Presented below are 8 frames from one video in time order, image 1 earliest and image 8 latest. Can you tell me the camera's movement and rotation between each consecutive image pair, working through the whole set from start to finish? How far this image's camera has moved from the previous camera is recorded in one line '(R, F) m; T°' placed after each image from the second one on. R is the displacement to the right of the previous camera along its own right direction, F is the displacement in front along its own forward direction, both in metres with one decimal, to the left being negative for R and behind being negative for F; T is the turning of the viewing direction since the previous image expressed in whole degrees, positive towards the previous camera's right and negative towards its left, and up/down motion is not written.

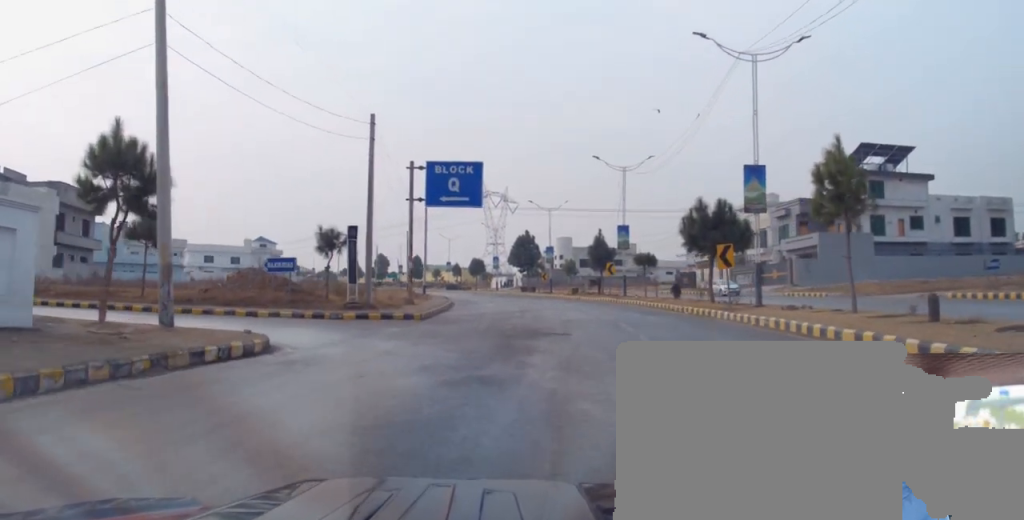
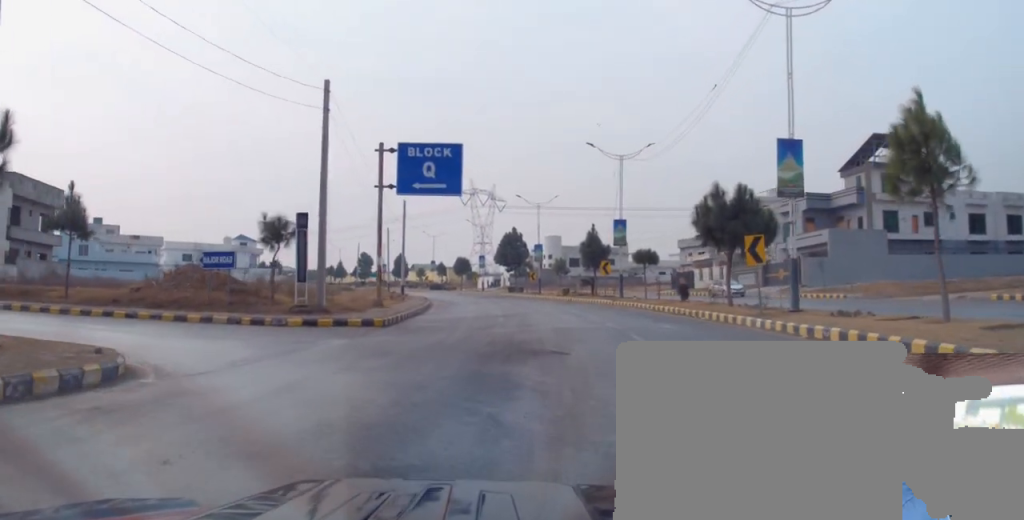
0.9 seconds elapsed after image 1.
(+0.1, +5.5) m; 0°
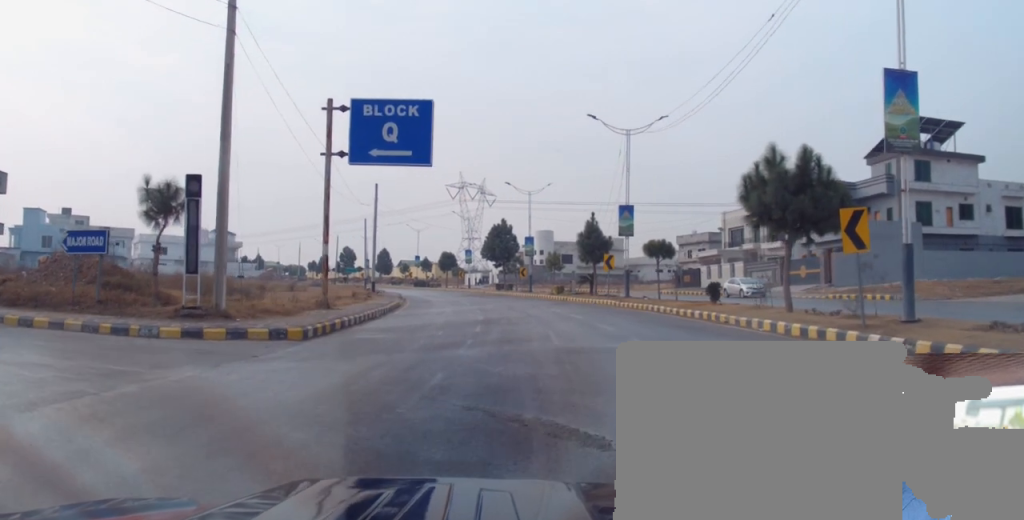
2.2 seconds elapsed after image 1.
(-0.4, +7.8) m; -3°
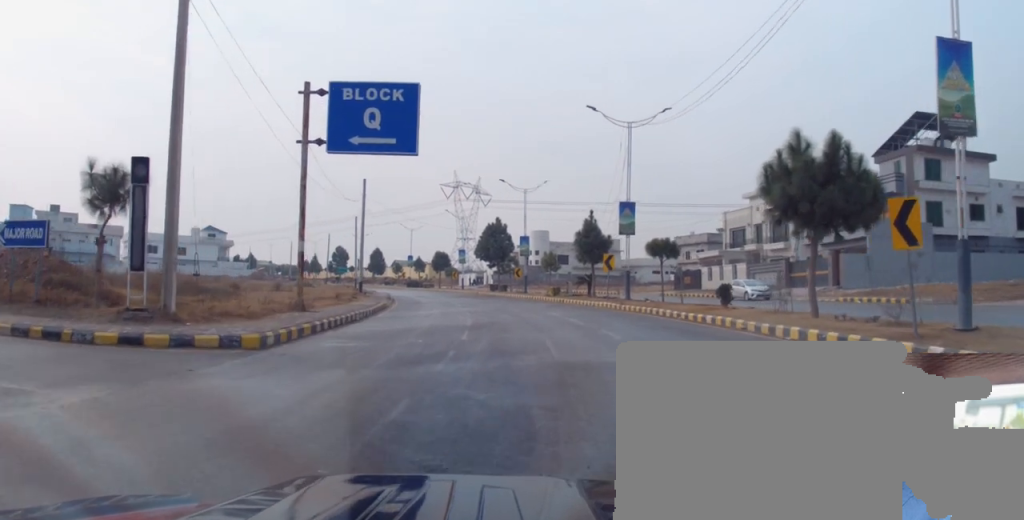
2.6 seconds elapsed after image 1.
(-0.1, +2.5) m; +1°
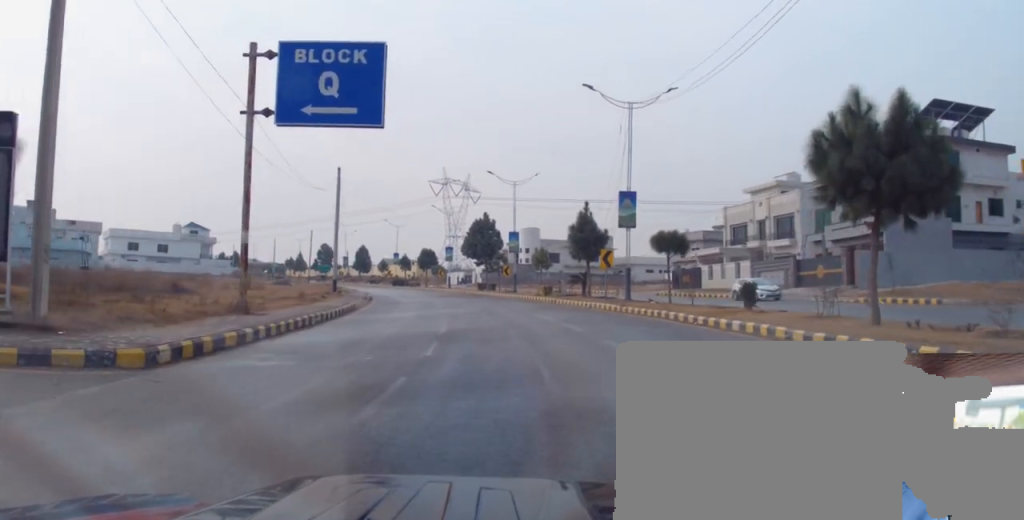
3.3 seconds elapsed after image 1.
(+0.1, +4.2) m; +2°
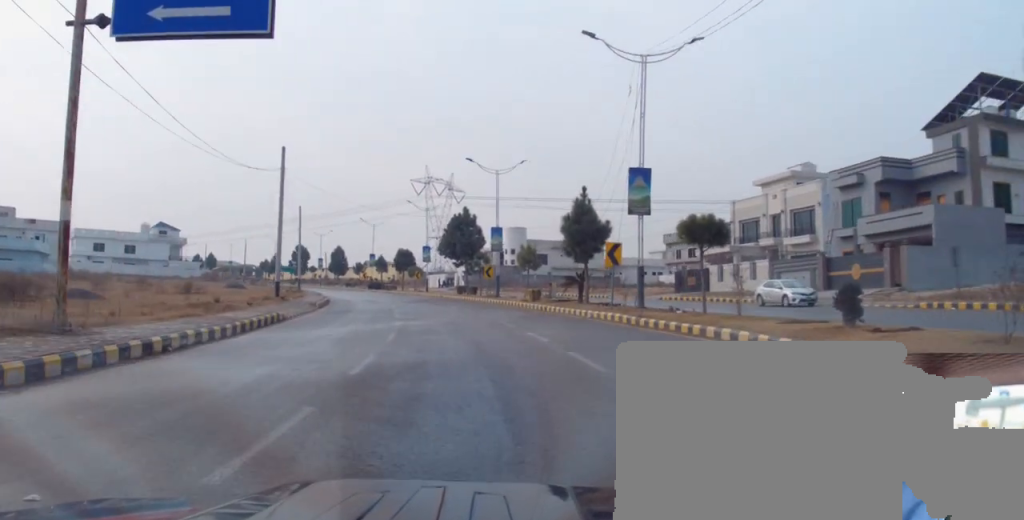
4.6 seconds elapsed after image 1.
(+0.3, +8.4) m; +1°
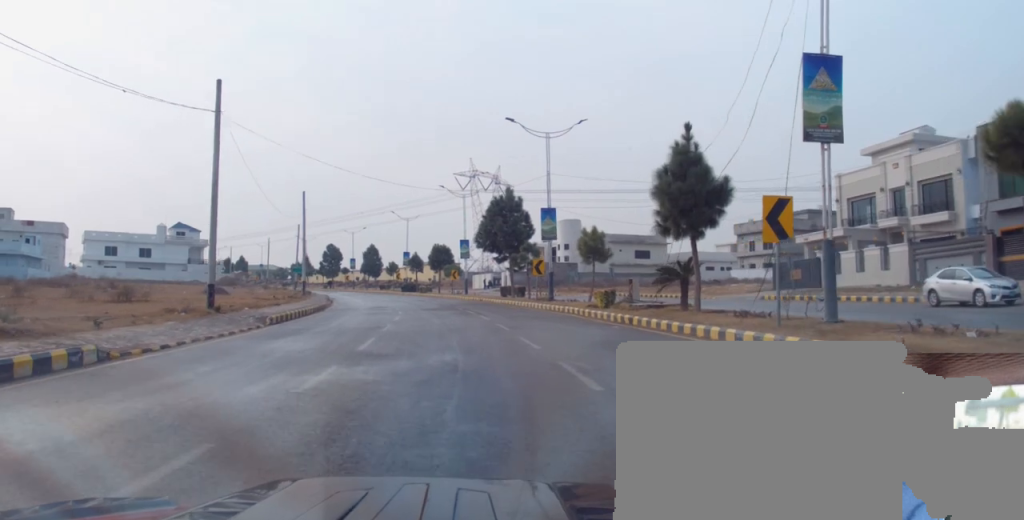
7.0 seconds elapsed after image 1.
(-0.2, +14.1) m; -4°
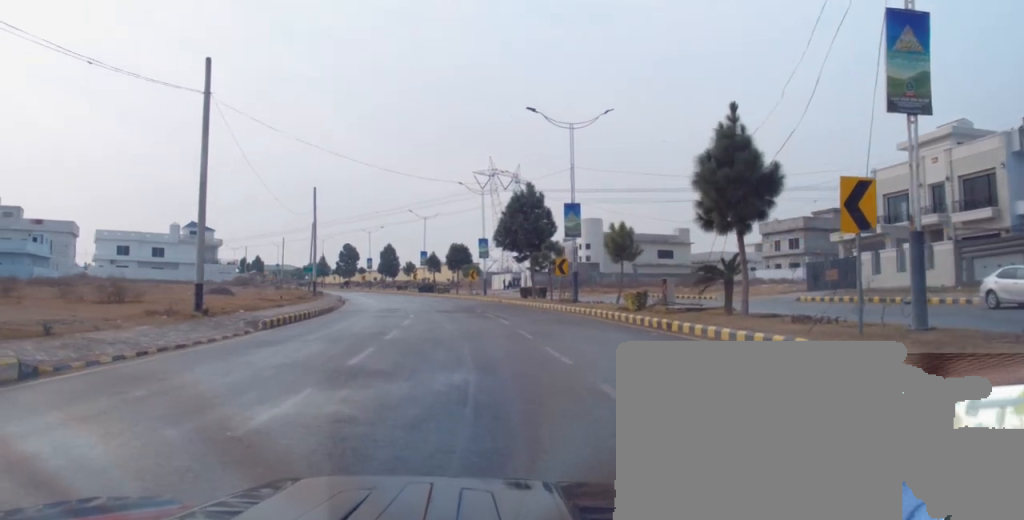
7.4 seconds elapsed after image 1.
(-0.2, +2.6) m; -2°
